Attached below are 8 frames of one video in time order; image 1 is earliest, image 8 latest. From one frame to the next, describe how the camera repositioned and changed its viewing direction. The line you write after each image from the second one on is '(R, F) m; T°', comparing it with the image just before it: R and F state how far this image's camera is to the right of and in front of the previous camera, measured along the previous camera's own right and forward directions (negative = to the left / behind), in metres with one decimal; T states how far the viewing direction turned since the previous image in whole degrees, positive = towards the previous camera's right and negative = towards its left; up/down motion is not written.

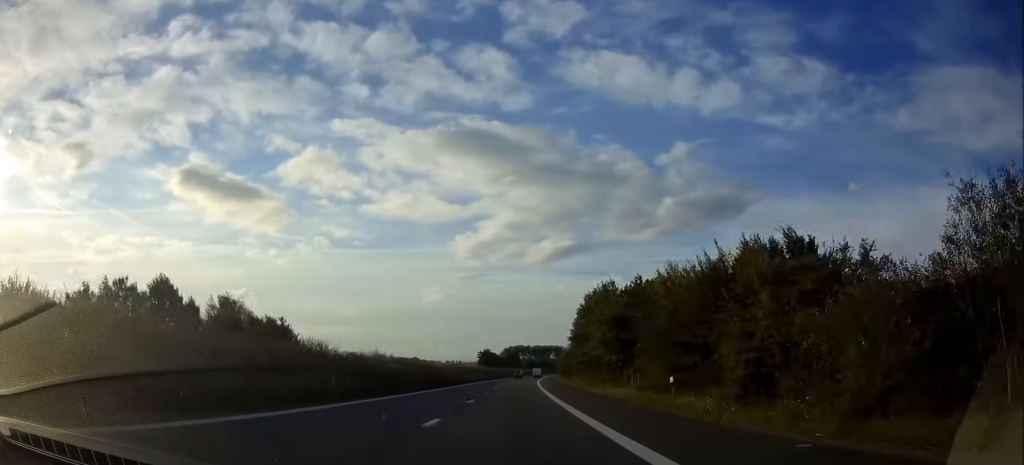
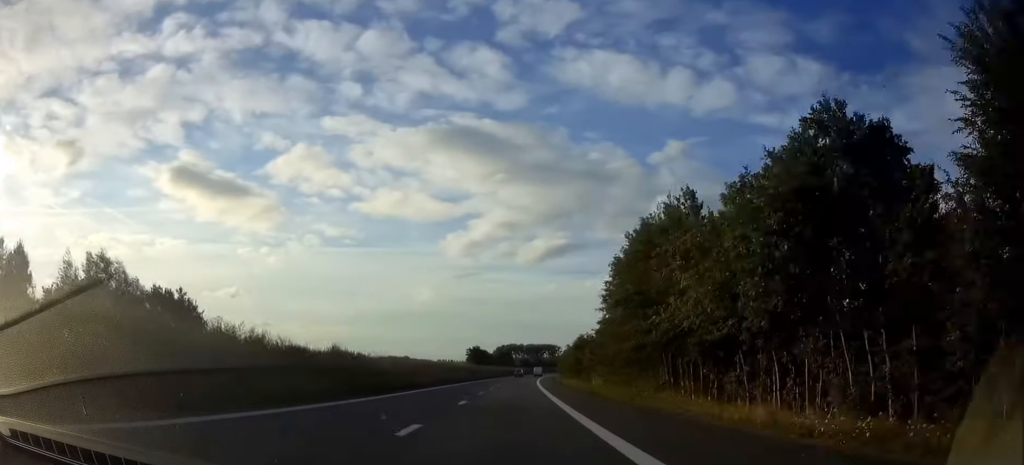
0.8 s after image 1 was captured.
(+0.1, +27.4) m; +1°
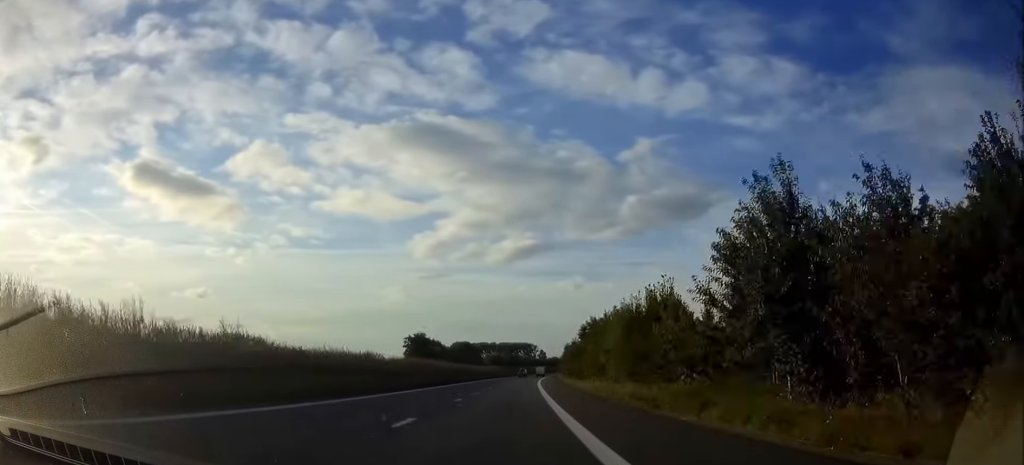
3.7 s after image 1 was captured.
(+2.0, +98.0) m; +3°
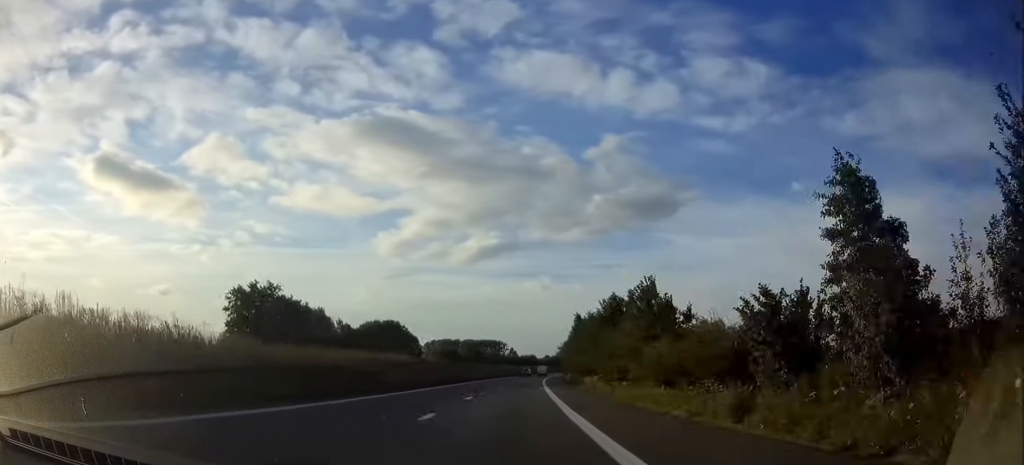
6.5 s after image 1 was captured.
(+3.3, +97.6) m; +3°
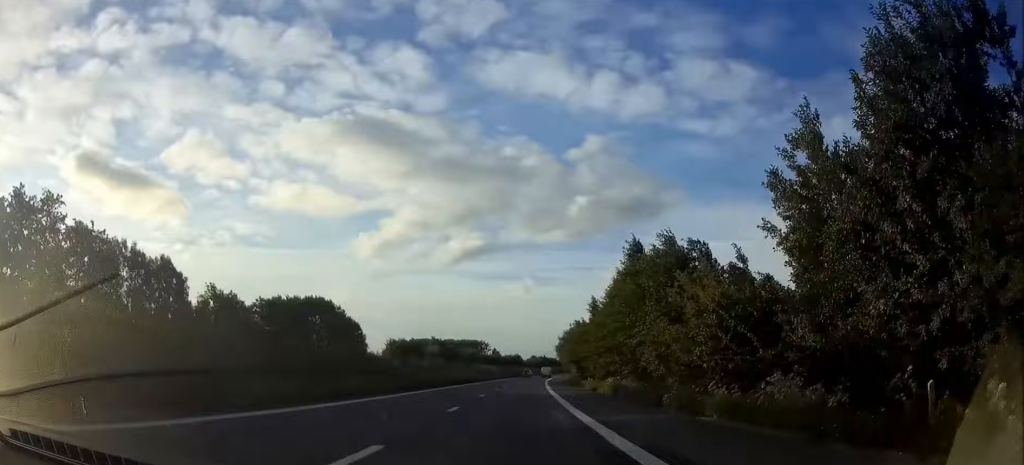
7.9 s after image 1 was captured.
(+0.5, +45.4) m; +1°
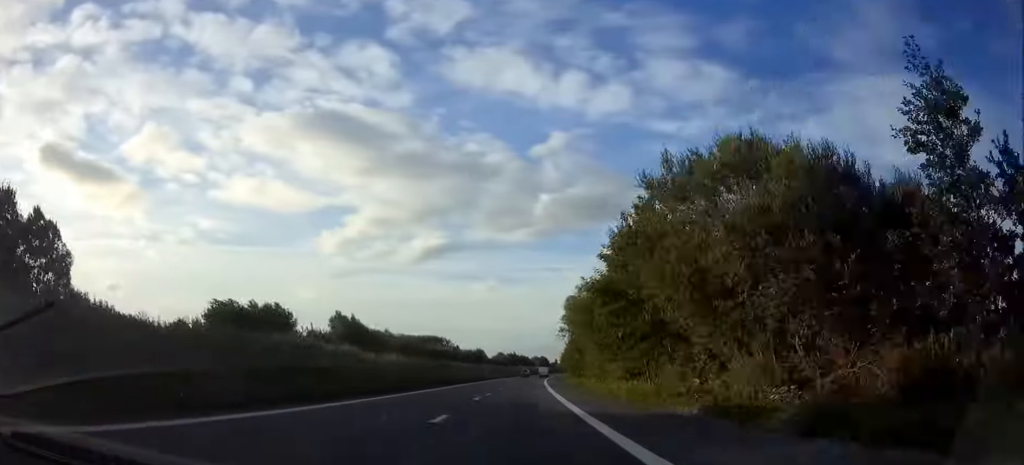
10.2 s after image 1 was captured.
(+1.0, +79.3) m; +2°
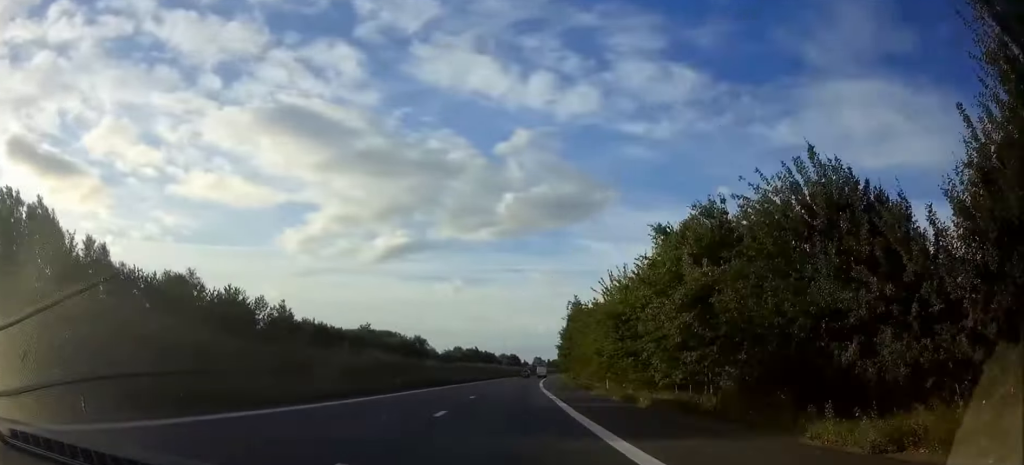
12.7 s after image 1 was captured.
(+2.5, +83.6) m; +3°
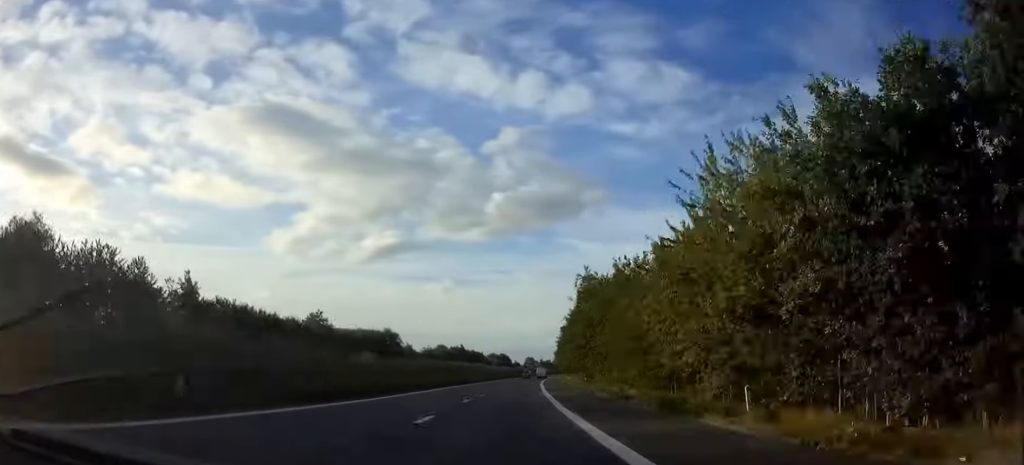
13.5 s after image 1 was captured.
(0.0, +27.2) m; +1°
